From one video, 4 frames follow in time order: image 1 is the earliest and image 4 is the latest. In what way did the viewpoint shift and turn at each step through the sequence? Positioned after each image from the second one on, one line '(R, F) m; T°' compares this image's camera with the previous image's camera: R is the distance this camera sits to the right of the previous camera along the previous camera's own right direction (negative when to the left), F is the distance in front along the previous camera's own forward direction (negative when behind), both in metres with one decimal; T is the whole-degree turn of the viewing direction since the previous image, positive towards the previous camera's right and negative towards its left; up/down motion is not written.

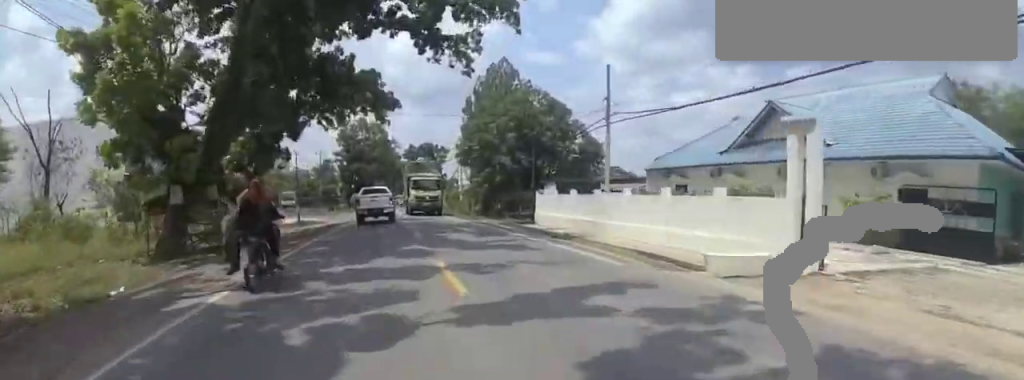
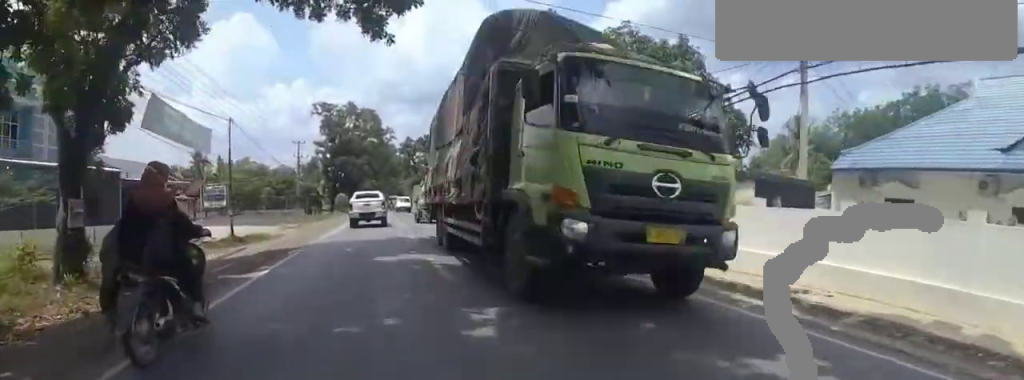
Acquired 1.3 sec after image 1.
(-0.7, +18.9) m; -2°
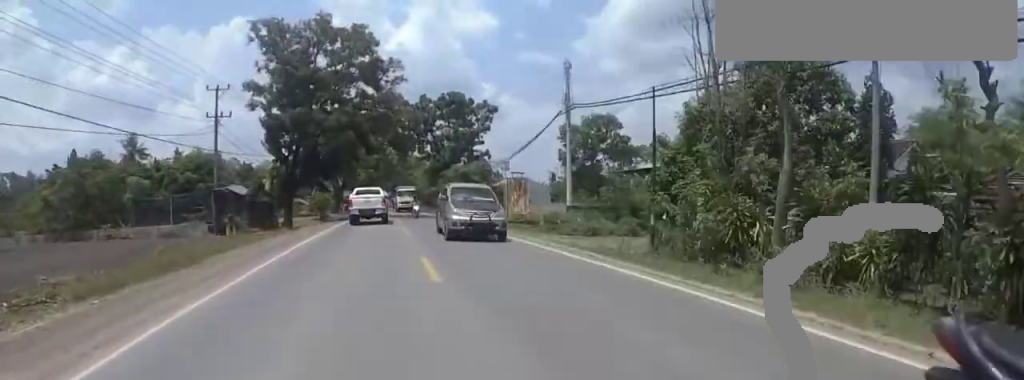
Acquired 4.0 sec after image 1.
(-3.6, +36.3) m; -19°
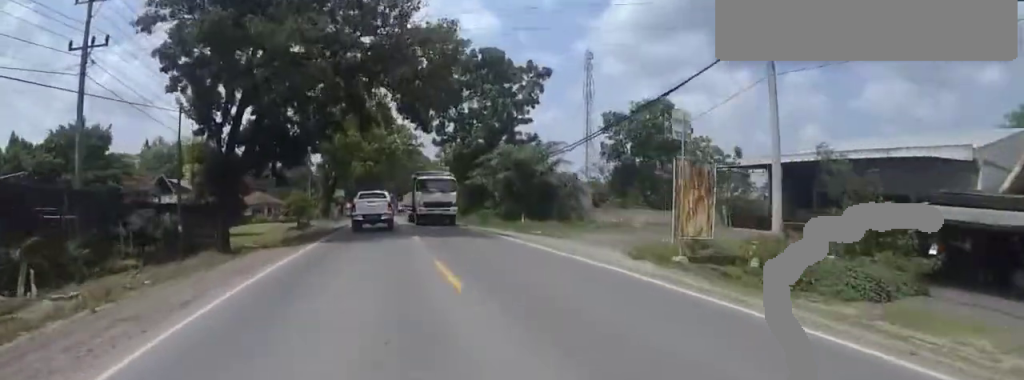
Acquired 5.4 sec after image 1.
(-0.4, +16.3) m; +8°
